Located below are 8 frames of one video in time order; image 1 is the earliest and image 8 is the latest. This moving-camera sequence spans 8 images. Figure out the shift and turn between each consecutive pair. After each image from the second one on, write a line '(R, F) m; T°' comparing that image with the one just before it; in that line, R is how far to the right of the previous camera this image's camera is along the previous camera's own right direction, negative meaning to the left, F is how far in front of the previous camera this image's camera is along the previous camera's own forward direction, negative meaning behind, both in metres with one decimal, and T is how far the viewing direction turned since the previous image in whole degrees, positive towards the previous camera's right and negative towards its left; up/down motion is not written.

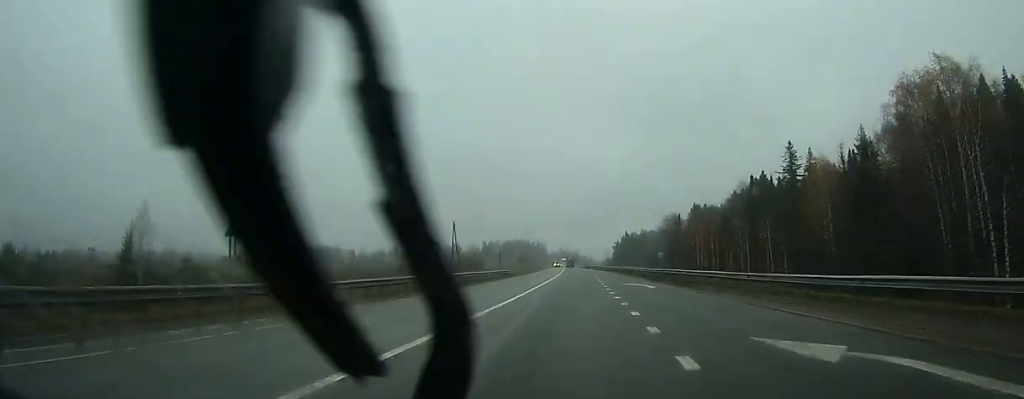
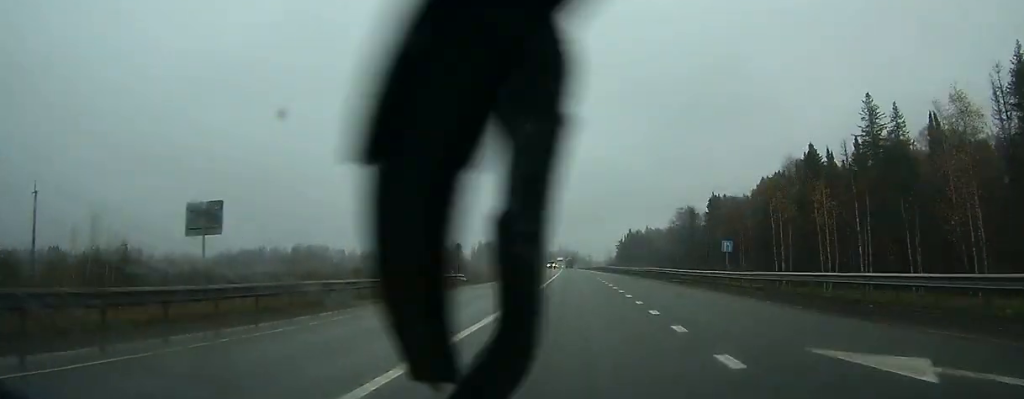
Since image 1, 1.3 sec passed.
(+0.3, +31.5) m; 0°
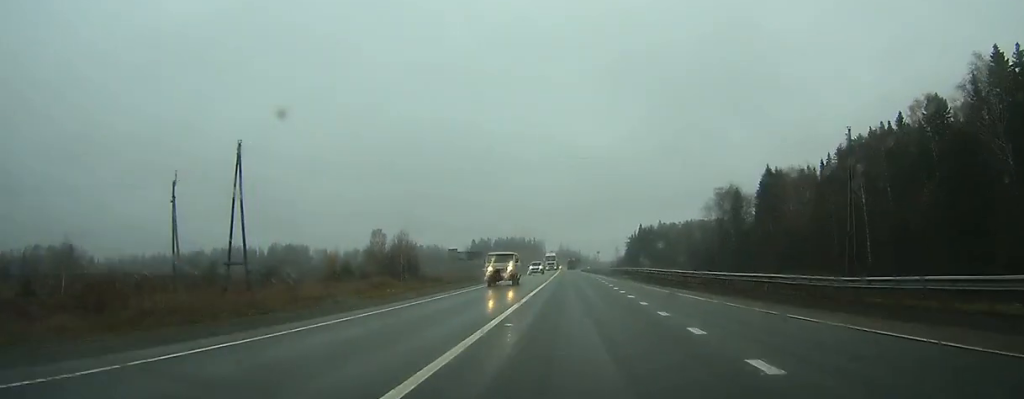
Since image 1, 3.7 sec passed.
(-0.3, +55.5) m; 0°
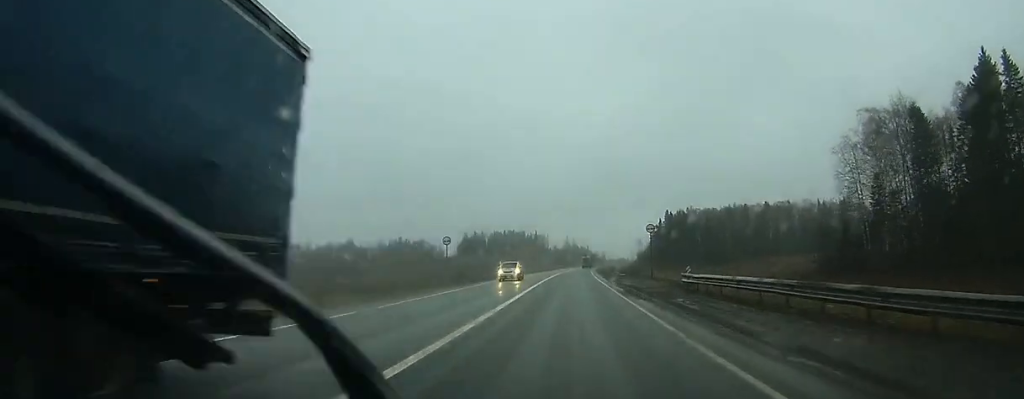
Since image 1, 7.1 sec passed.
(-0.2, +81.4) m; 0°
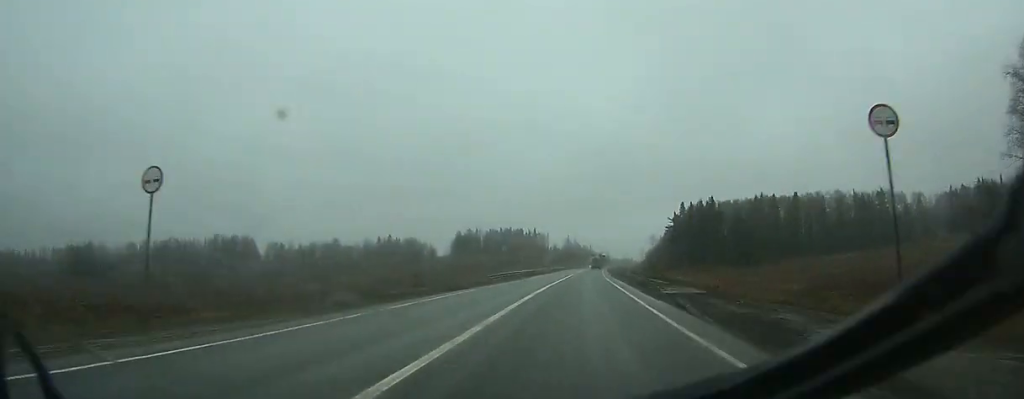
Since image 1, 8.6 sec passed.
(-0.1, +36.8) m; 0°
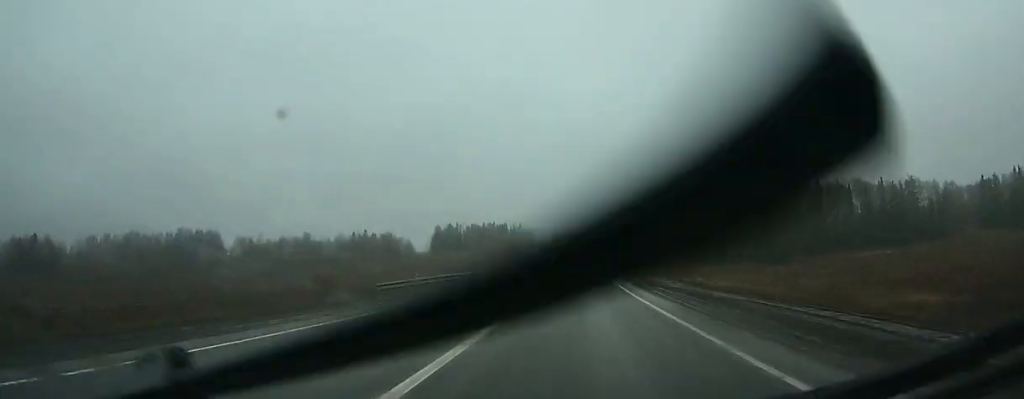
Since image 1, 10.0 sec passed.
(-0.1, +33.6) m; +1°
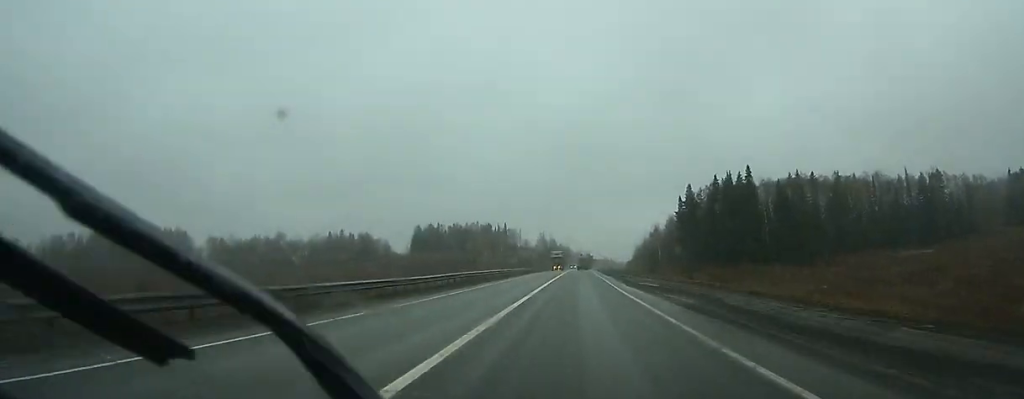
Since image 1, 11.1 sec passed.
(+0.3, +25.7) m; +1°
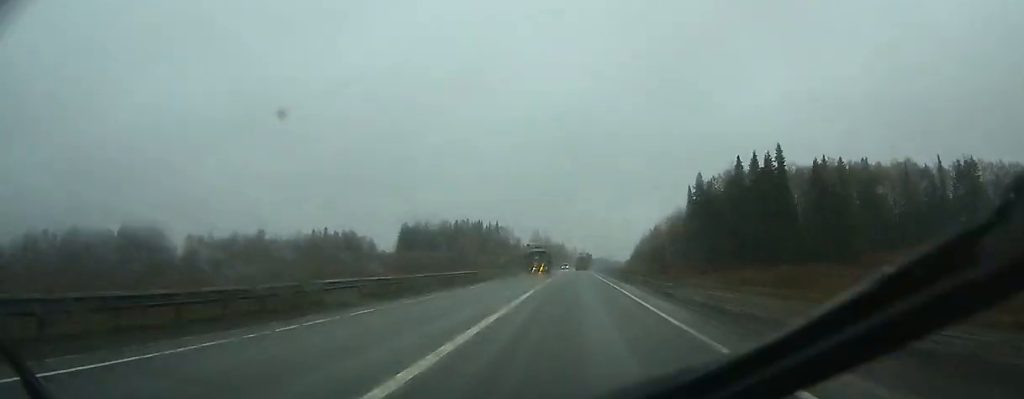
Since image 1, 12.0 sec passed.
(+0.1, +22.5) m; +1°
